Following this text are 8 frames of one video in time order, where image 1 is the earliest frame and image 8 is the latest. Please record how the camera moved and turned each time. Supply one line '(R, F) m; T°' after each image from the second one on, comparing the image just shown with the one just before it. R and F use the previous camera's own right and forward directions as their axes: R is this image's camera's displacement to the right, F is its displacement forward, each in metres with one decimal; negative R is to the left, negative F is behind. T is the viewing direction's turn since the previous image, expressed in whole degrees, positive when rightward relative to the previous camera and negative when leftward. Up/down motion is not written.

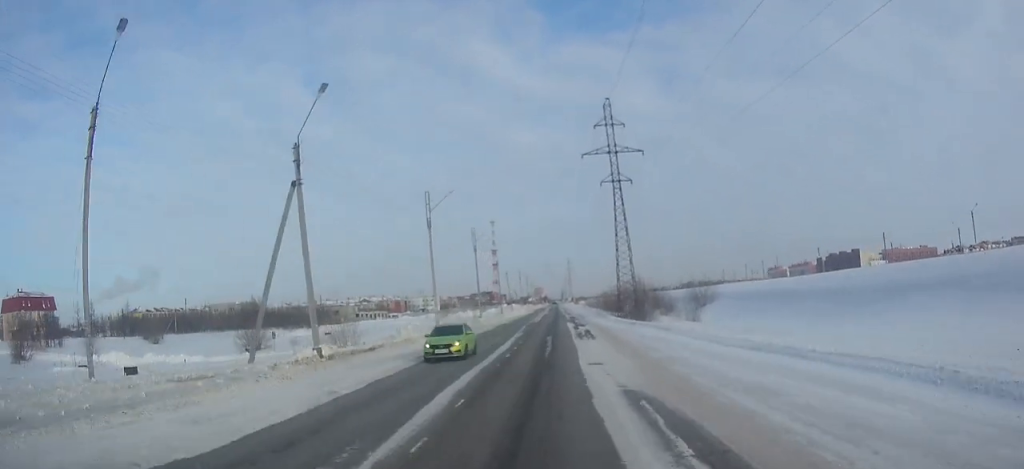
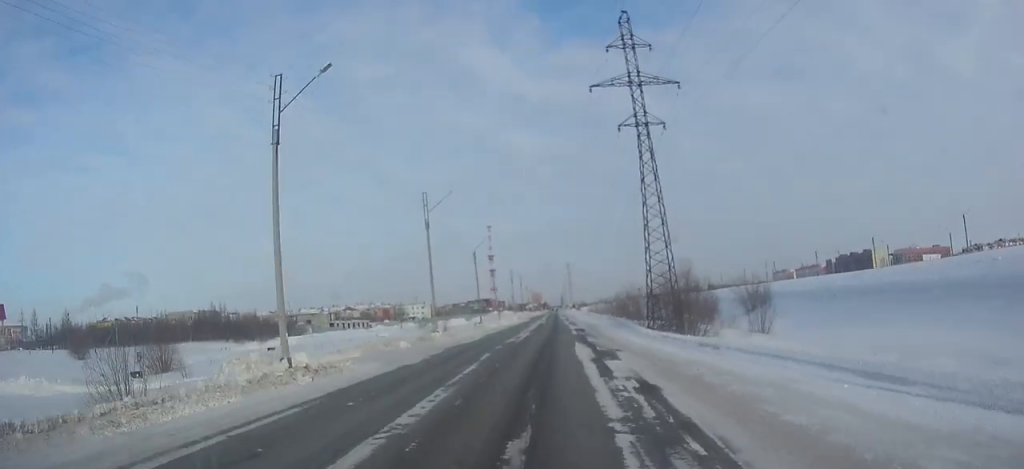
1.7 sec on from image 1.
(+0.1, +27.8) m; 0°
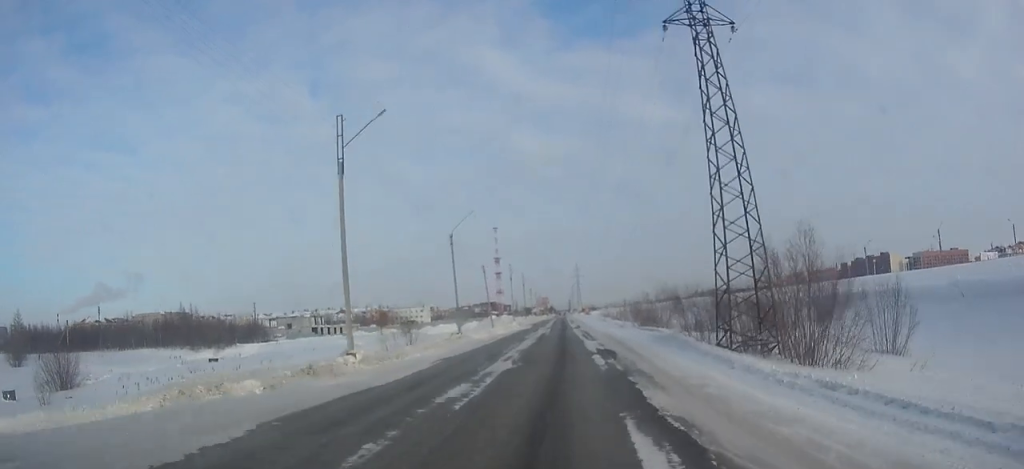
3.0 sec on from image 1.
(-0.2, +21.9) m; 0°
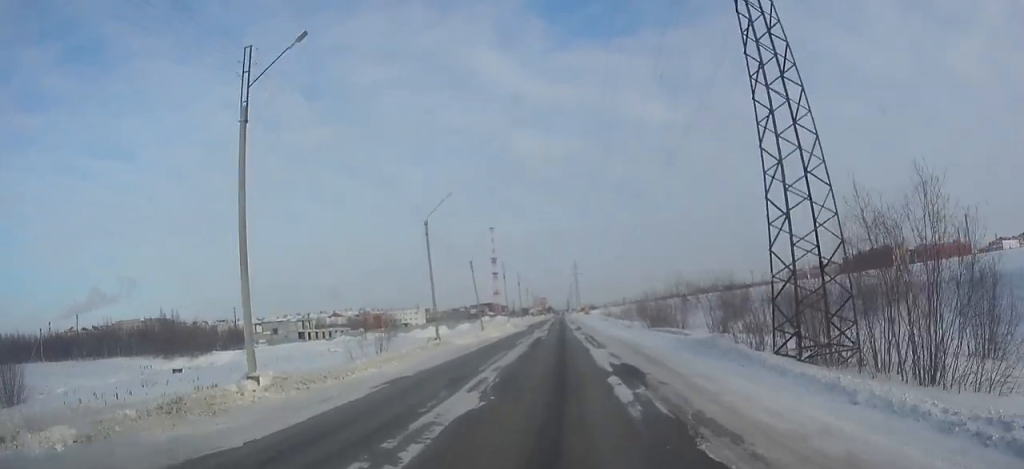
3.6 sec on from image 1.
(0.0, +9.3) m; 0°
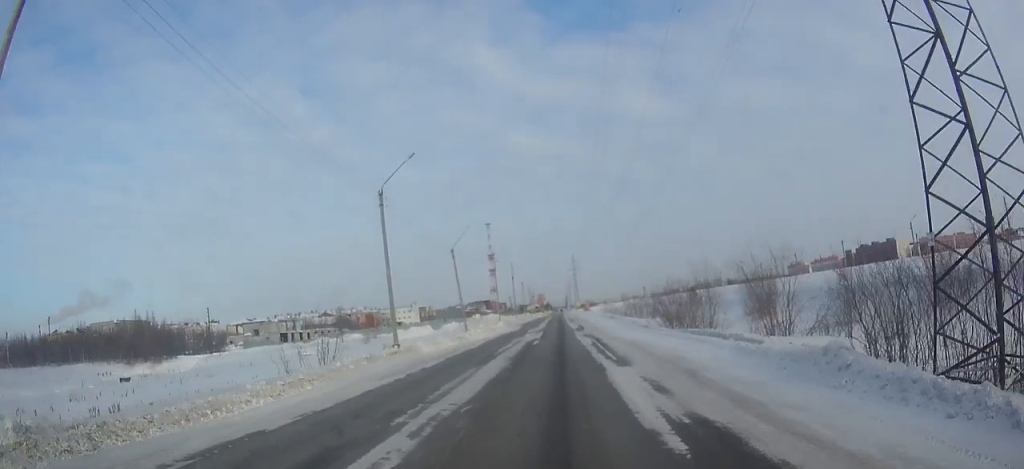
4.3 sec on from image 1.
(+0.1, +11.5) m; 0°
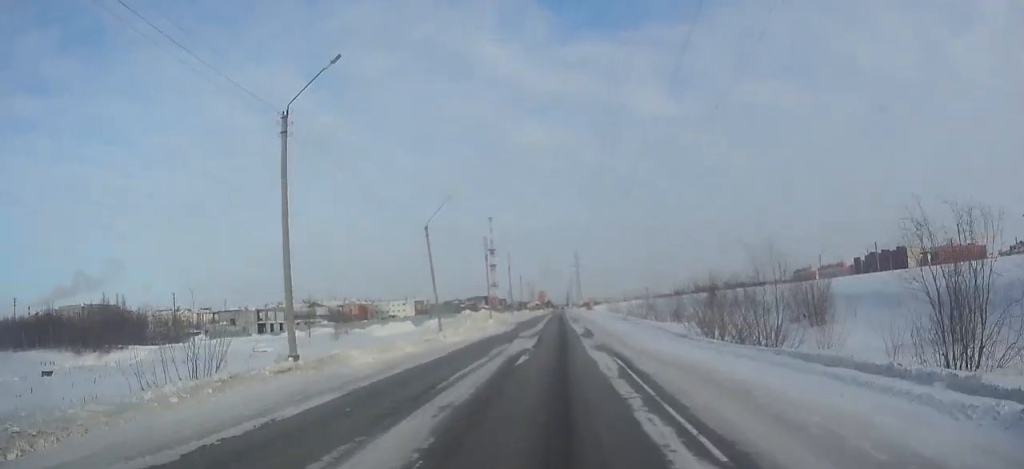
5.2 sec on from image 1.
(0.0, +14.2) m; 0°
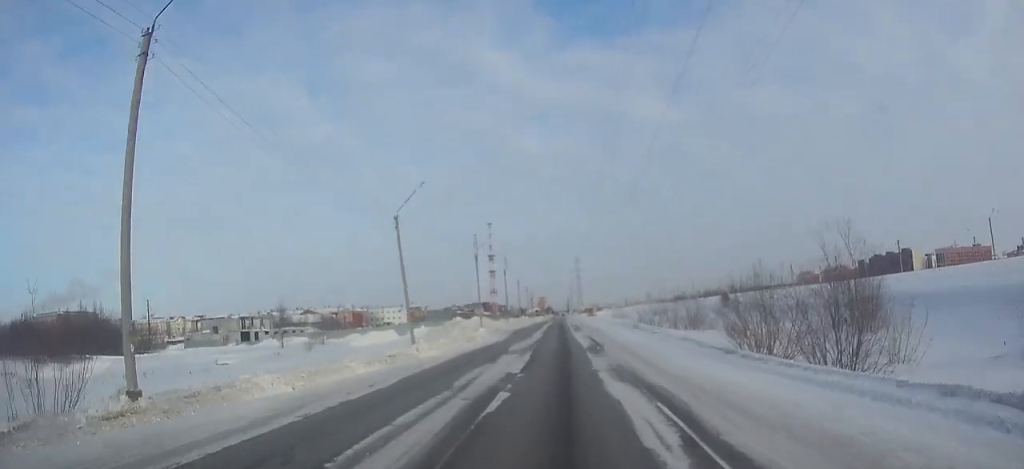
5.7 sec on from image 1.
(-0.1, +9.3) m; 0°
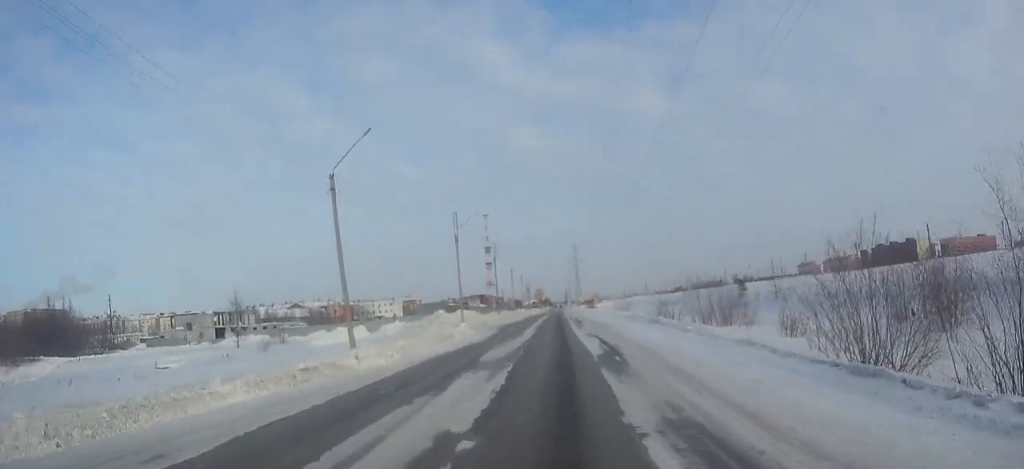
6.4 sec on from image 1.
(+0.1, +11.4) m; 0°
